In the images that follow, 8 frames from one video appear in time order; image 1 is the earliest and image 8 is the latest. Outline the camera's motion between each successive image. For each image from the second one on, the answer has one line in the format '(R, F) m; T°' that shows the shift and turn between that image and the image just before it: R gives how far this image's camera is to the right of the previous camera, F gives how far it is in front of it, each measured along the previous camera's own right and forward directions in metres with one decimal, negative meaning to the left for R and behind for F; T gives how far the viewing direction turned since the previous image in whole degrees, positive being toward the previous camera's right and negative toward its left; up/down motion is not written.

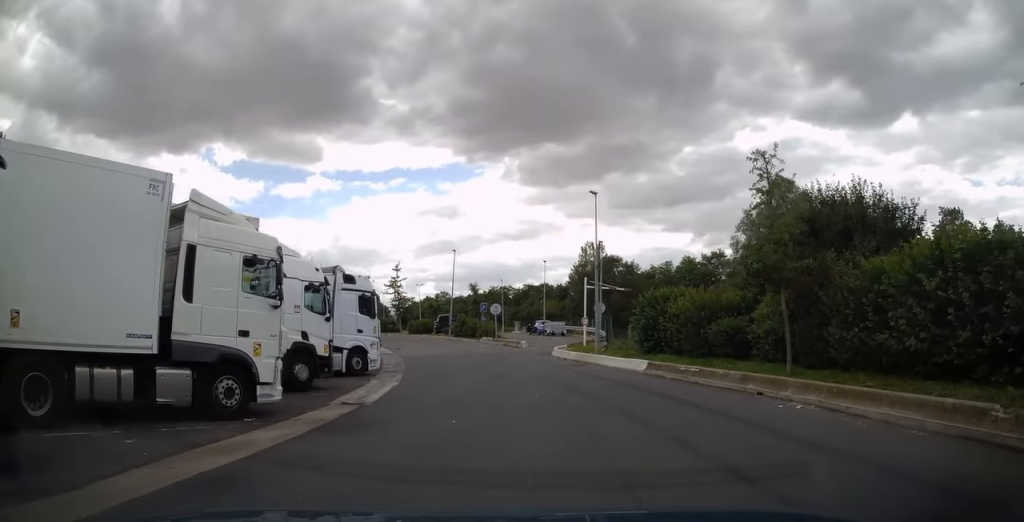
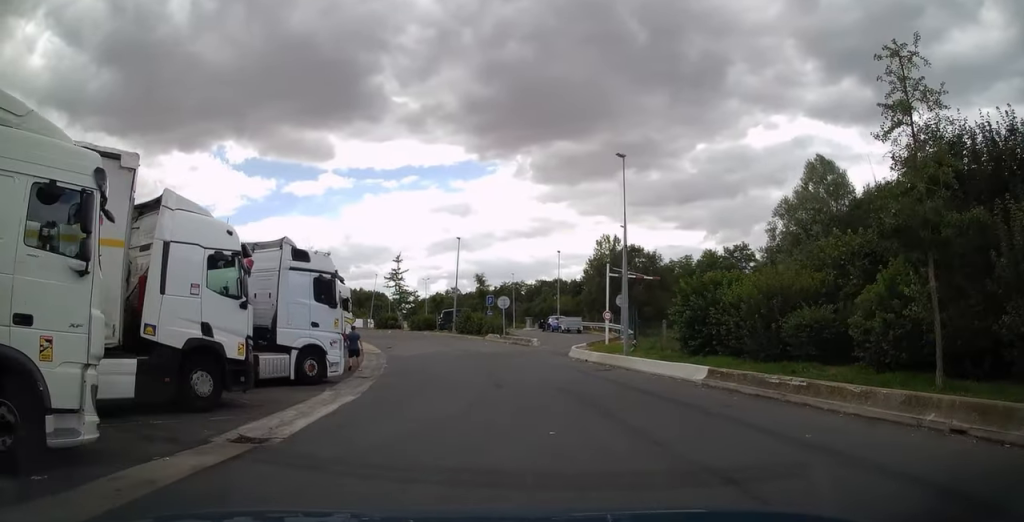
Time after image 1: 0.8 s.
(-0.1, +5.8) m; 0°
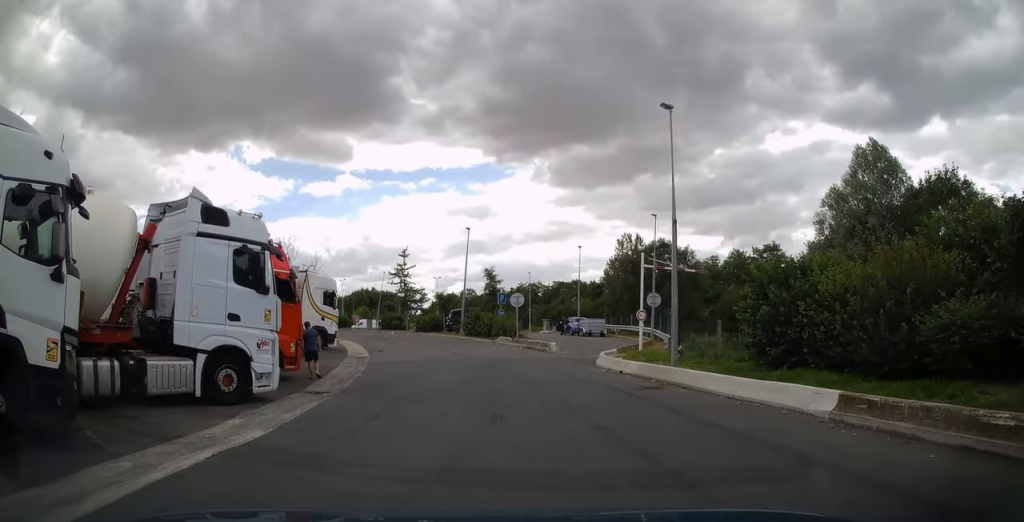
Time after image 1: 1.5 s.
(0.0, +5.5) m; 0°
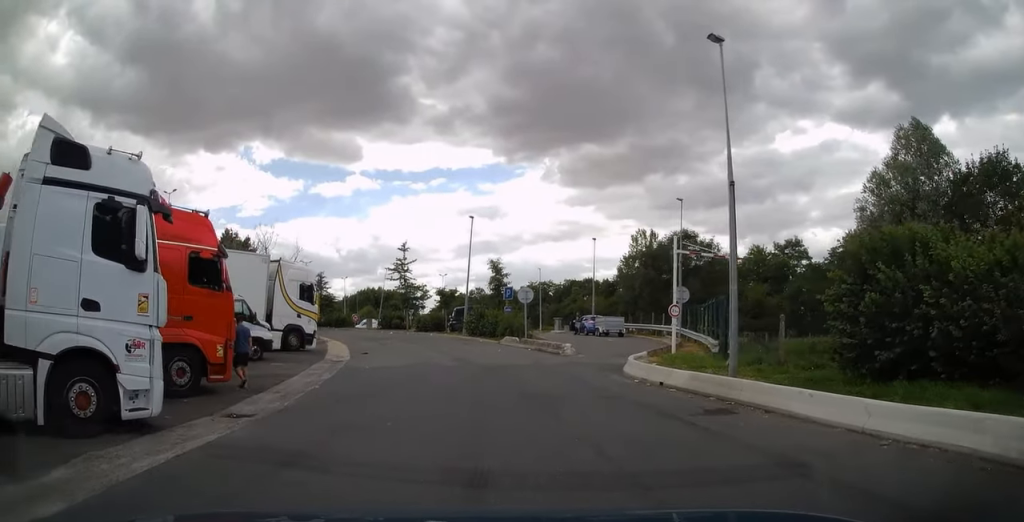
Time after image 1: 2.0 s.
(+0.1, +4.4) m; 0°
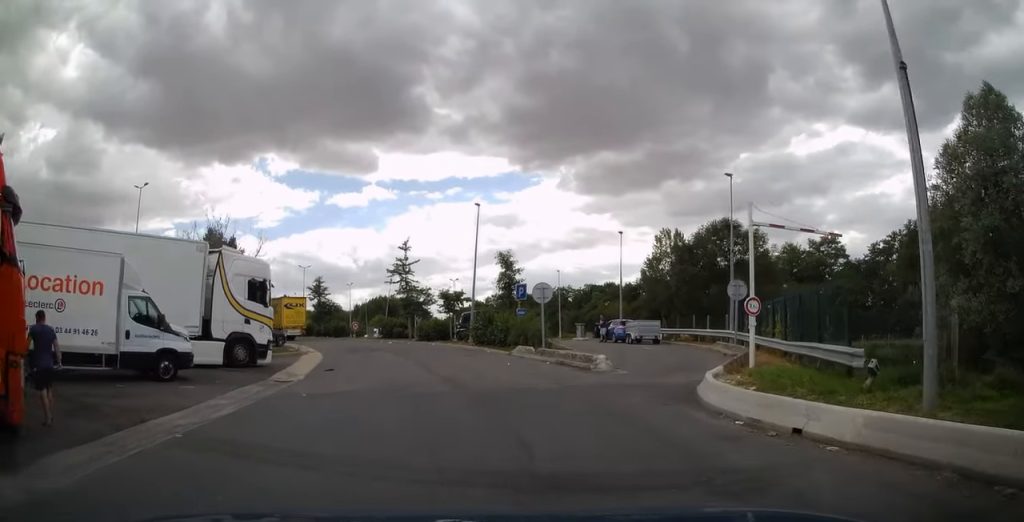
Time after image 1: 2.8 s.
(0.0, +6.5) m; -3°
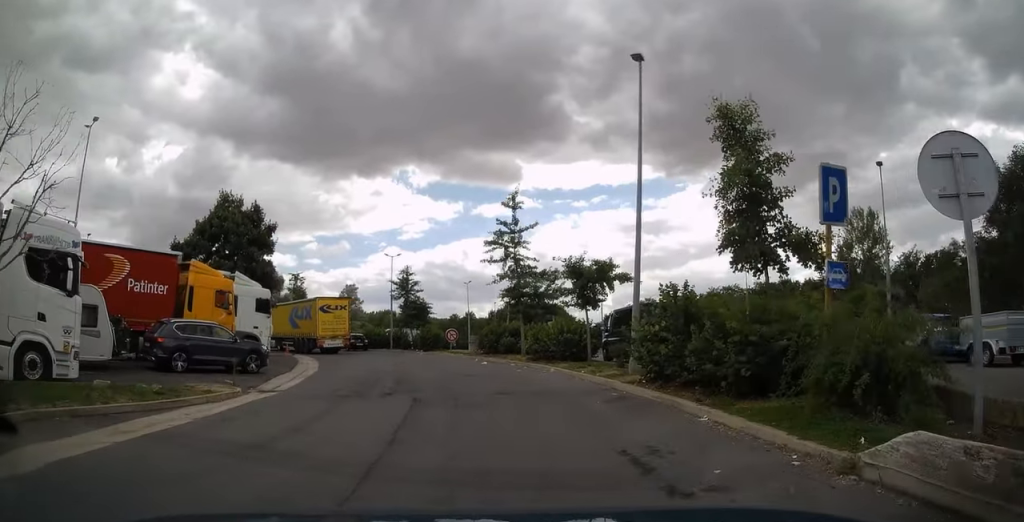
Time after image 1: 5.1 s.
(-2.5, +20.1) m; -14°
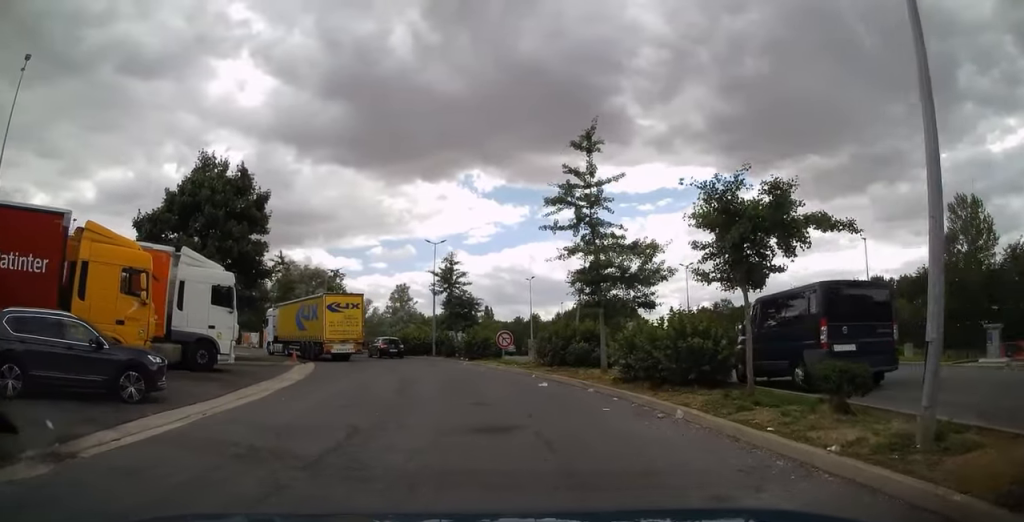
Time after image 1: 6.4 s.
(-0.6, +10.0) m; -7°
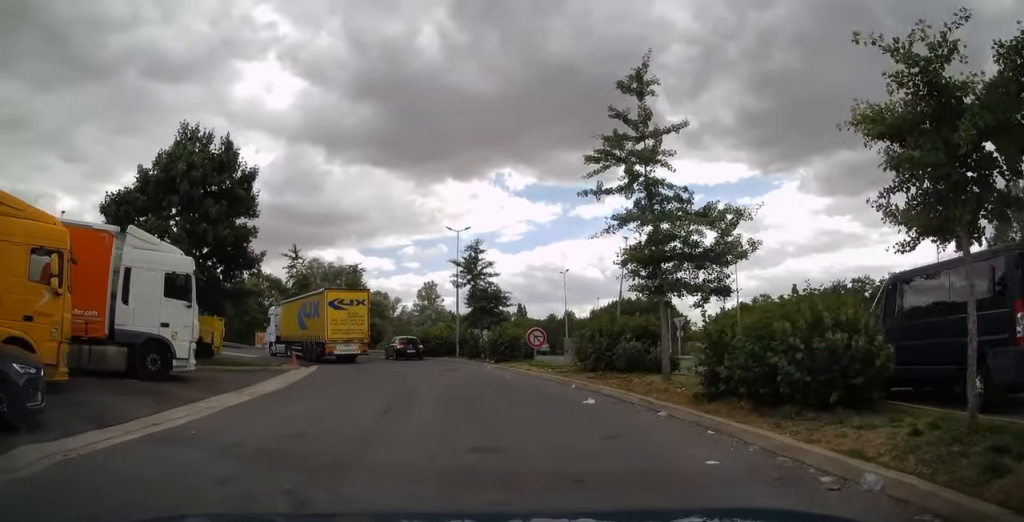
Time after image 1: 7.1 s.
(-0.1, +4.9) m; -4°
